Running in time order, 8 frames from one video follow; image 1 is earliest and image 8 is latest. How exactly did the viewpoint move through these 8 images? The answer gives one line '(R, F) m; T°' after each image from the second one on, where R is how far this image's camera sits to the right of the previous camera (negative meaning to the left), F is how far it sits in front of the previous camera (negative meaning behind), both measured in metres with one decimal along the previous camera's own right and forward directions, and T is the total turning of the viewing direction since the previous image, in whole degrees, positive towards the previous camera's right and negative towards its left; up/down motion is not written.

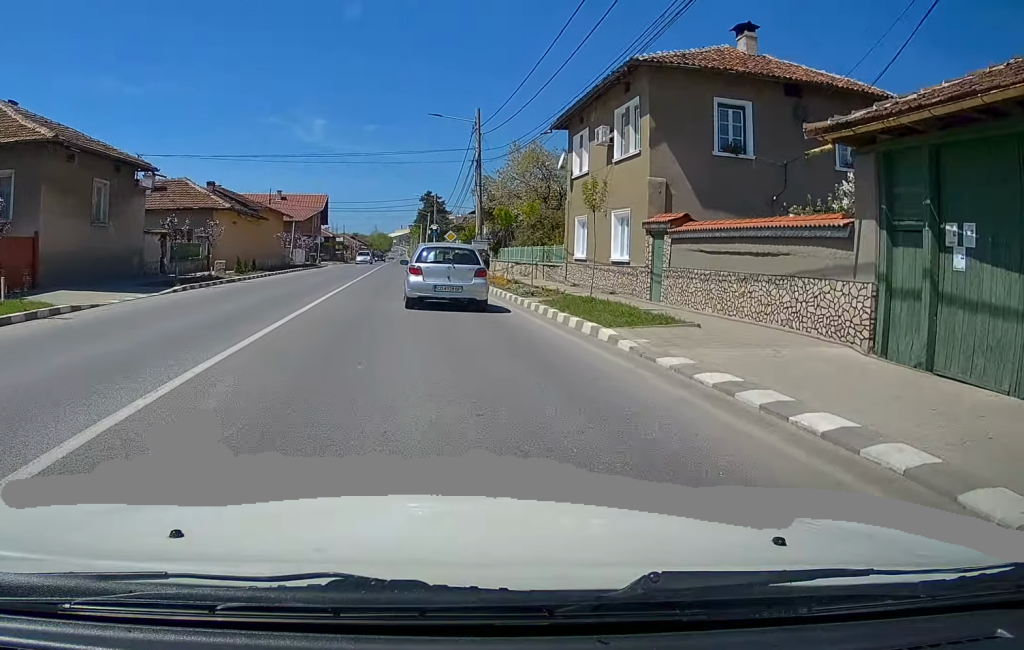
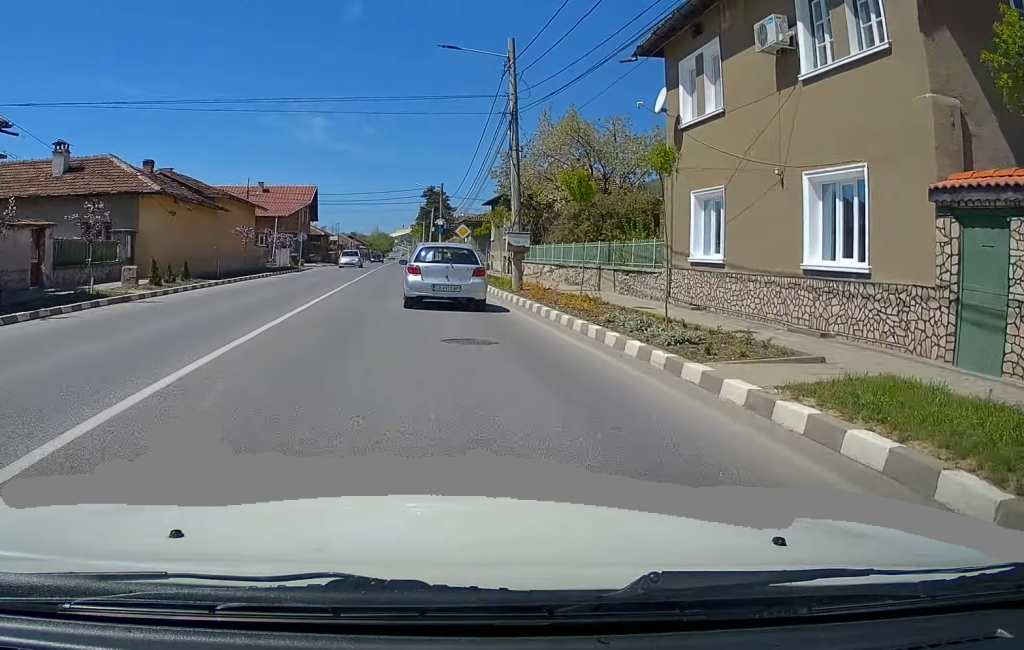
(0.0, +11.7) m; 0°
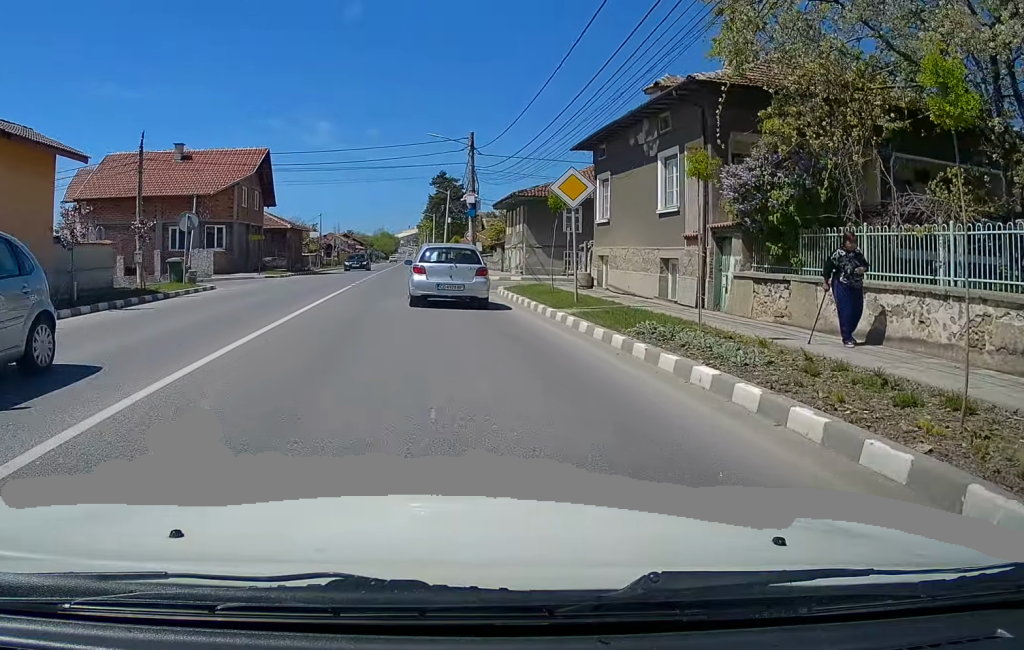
(-0.1, +29.8) m; -1°
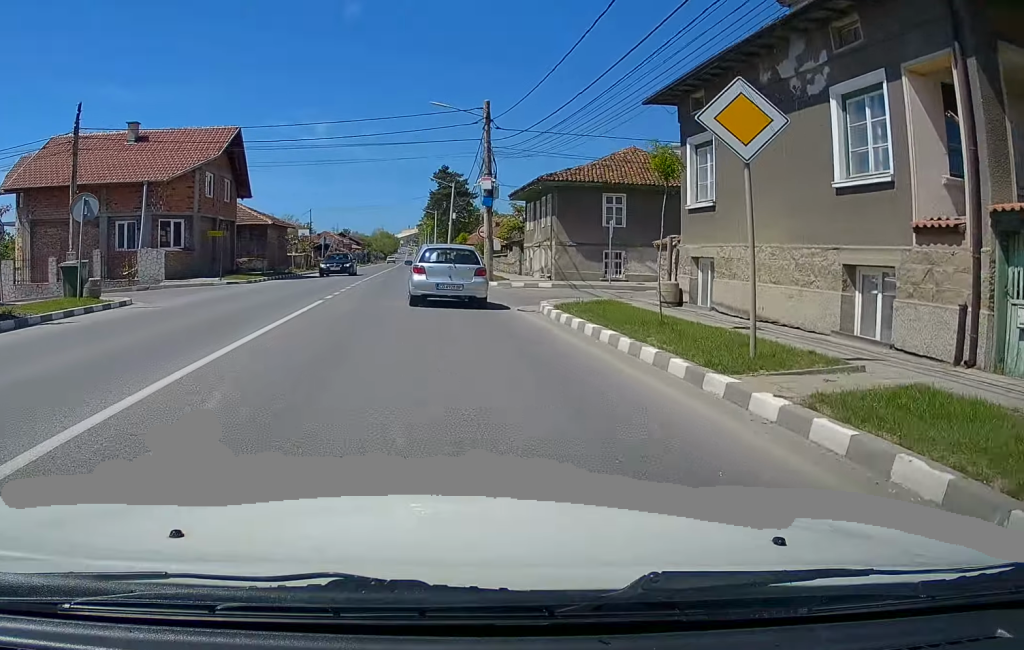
(0.0, +8.5) m; 0°
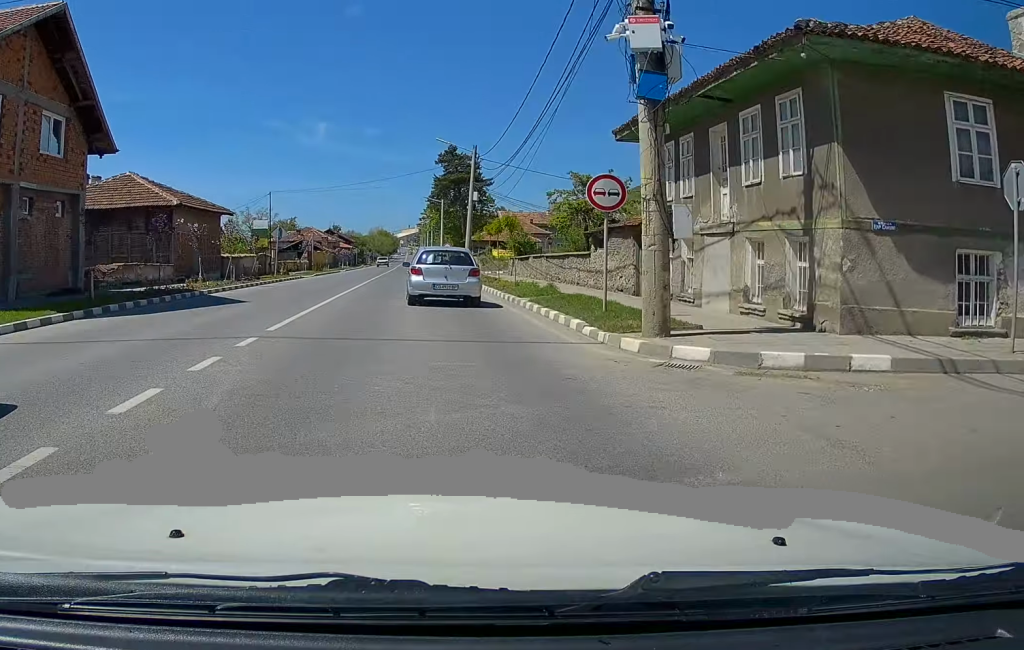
(-0.1, +22.1) m; -1°
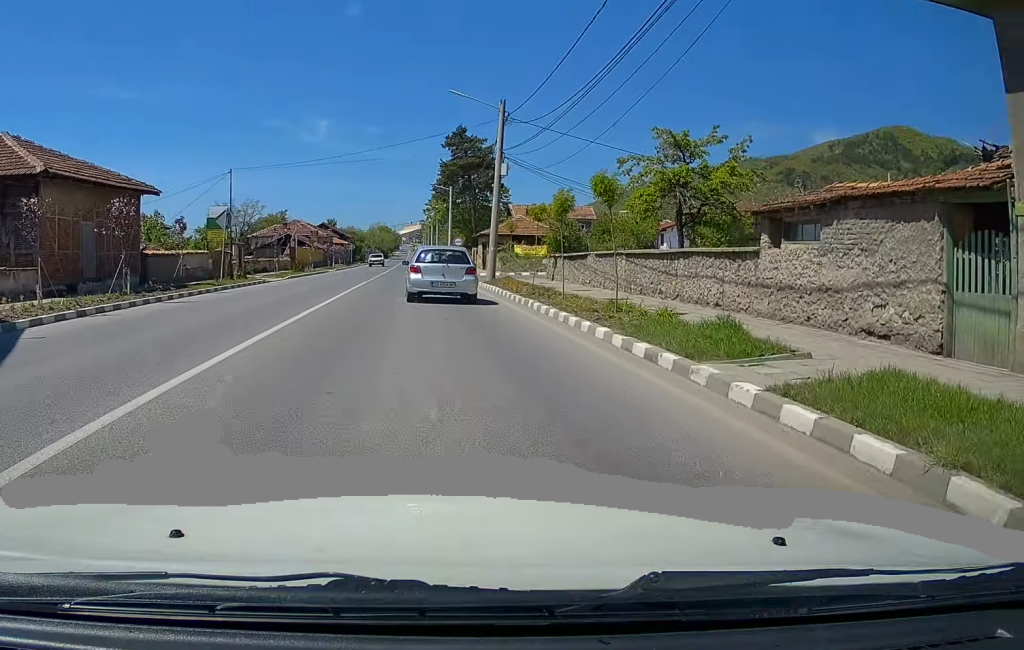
(0.0, +12.8) m; +1°
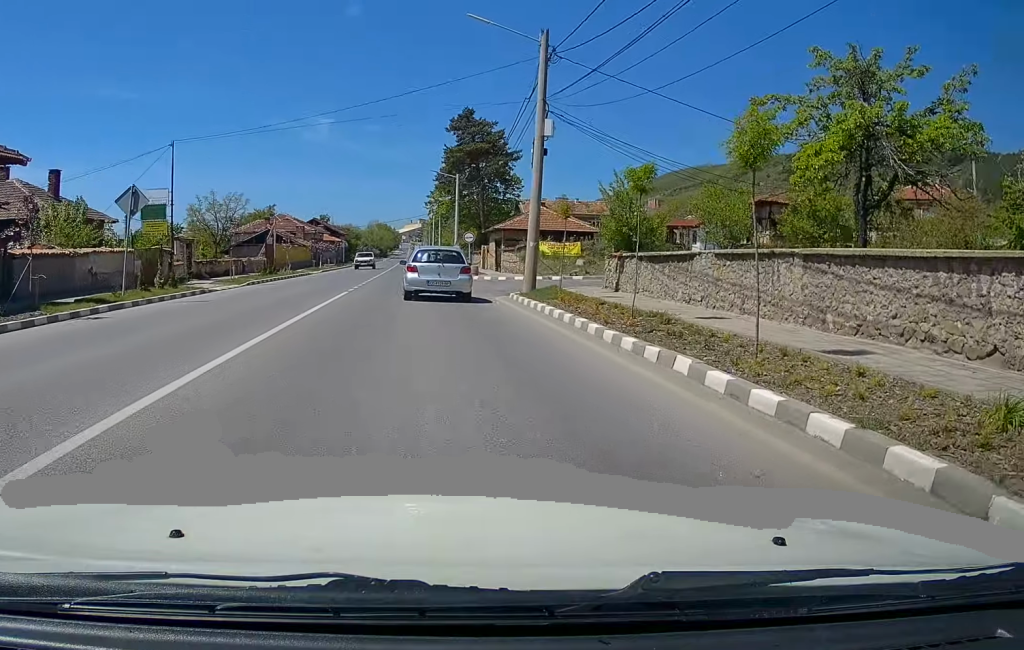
(+0.2, +10.5) m; +1°
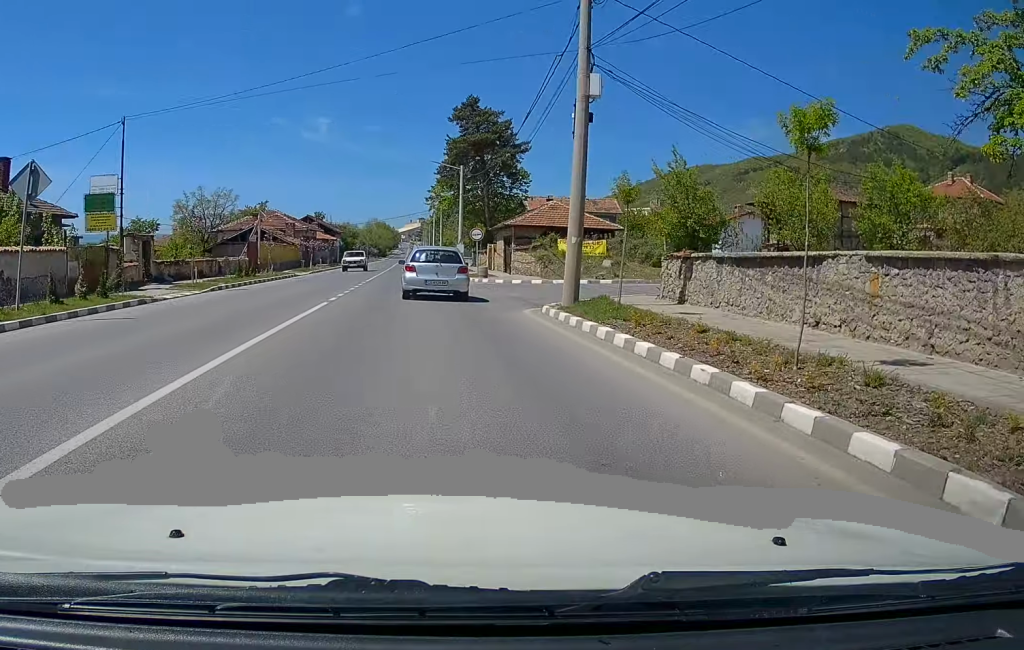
(+0.2, +5.6) m; 0°
